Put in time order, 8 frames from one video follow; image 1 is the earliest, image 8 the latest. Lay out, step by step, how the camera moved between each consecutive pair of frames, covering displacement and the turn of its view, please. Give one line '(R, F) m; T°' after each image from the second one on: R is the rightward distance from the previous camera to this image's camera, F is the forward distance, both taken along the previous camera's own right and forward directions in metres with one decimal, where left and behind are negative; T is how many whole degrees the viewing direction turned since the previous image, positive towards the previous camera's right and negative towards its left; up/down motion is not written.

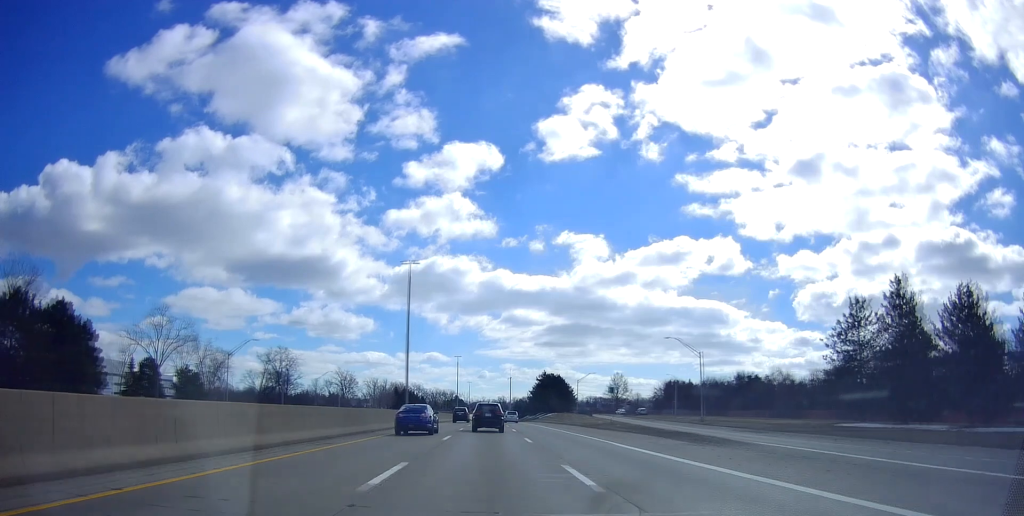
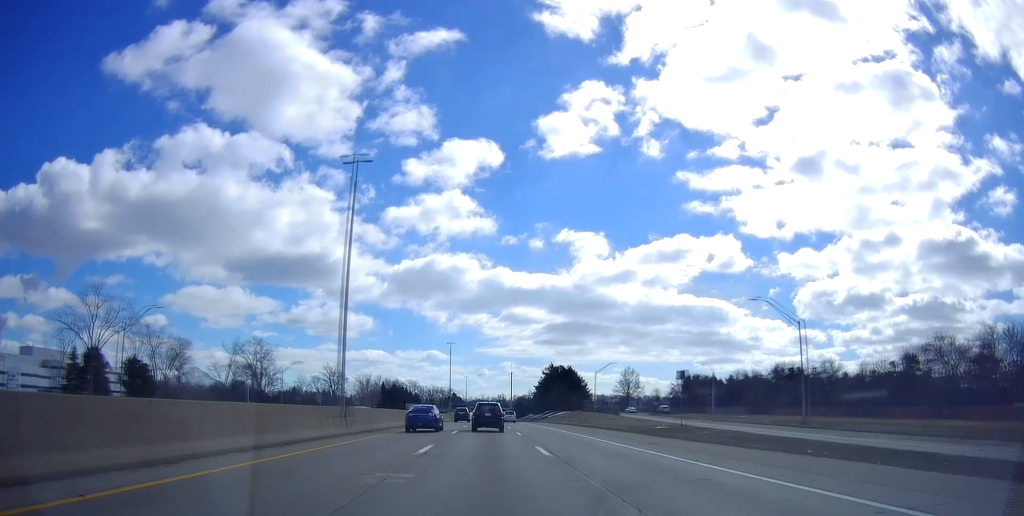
(+0.3, +23.0) m; 0°
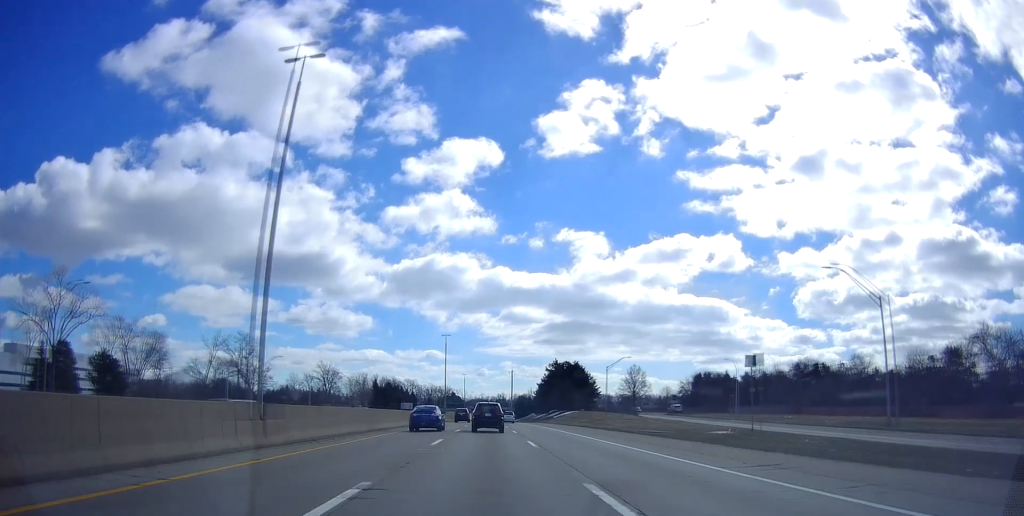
(-0.1, +11.0) m; -1°
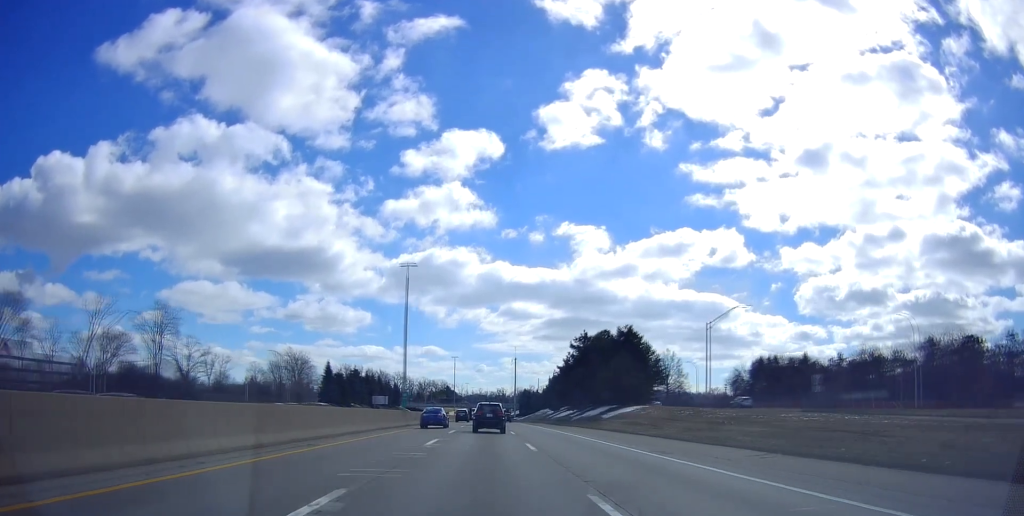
(+0.2, +46.6) m; +1°
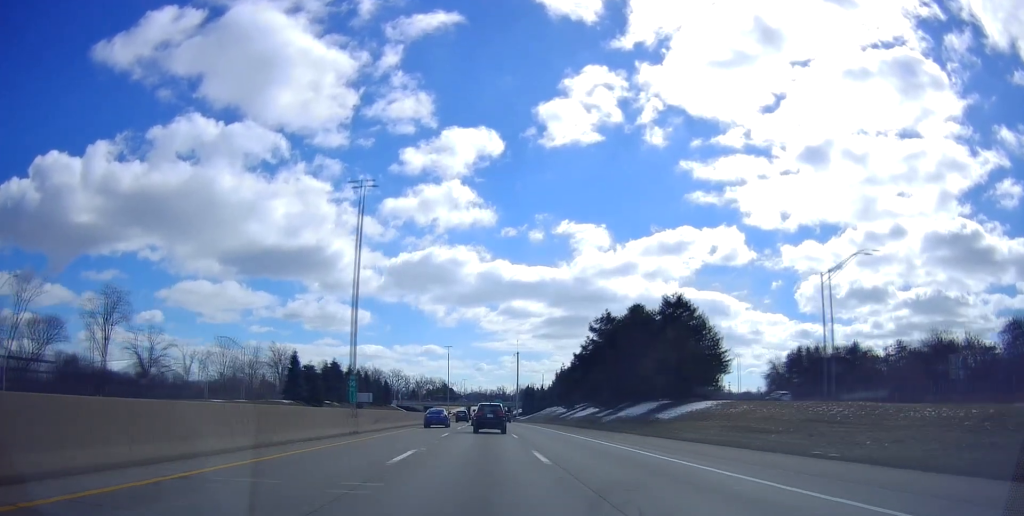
(+0.6, +20.1) m; 0°
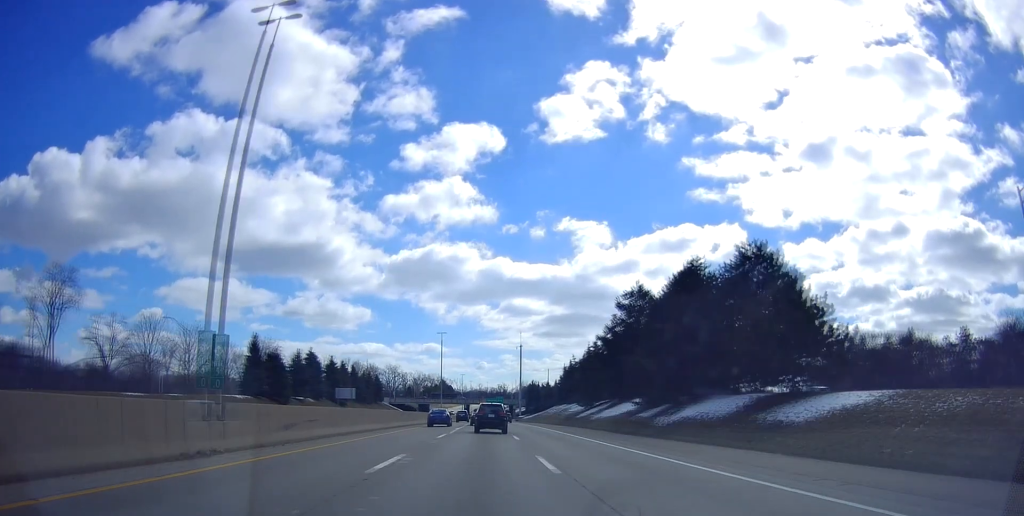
(-0.7, +17.4) m; -2°
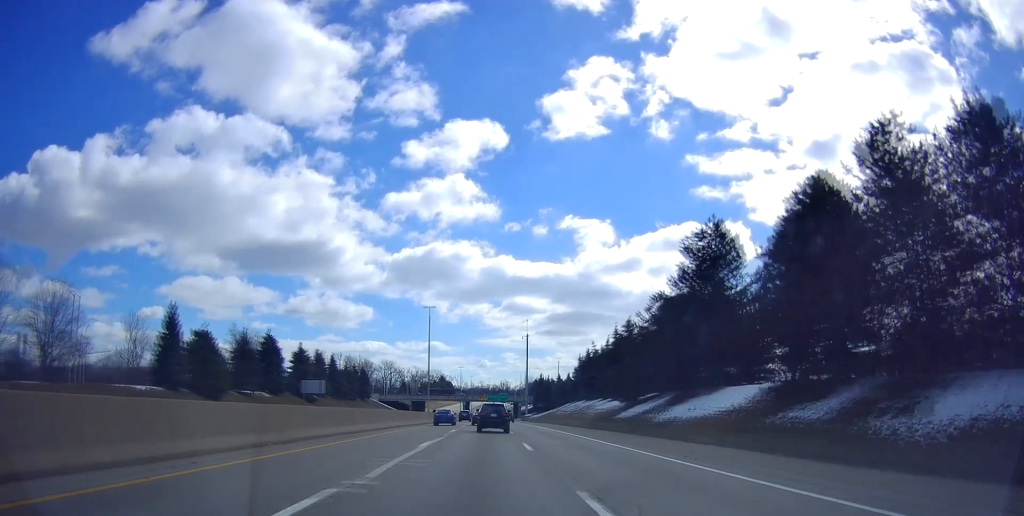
(-0.2, +23.0) m; 0°
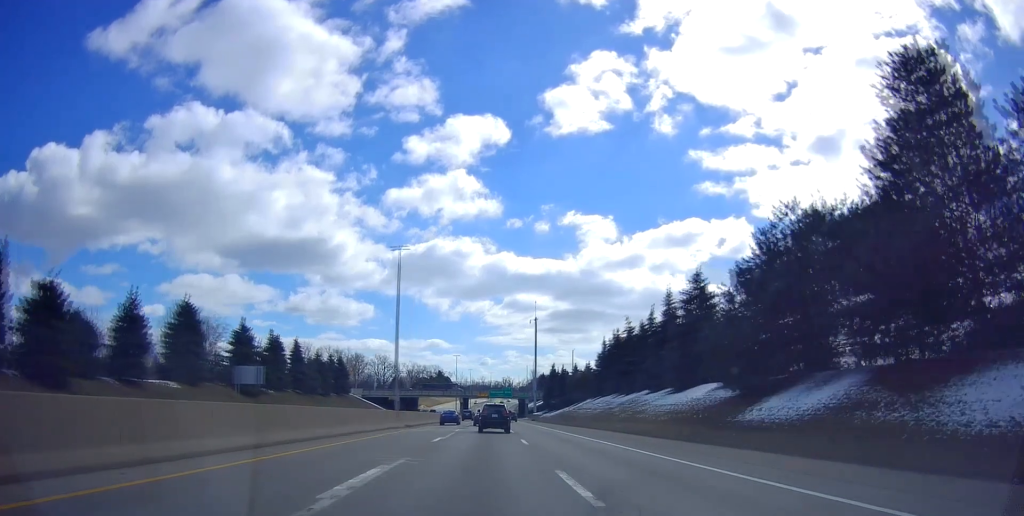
(+0.3, +25.9) m; +1°
